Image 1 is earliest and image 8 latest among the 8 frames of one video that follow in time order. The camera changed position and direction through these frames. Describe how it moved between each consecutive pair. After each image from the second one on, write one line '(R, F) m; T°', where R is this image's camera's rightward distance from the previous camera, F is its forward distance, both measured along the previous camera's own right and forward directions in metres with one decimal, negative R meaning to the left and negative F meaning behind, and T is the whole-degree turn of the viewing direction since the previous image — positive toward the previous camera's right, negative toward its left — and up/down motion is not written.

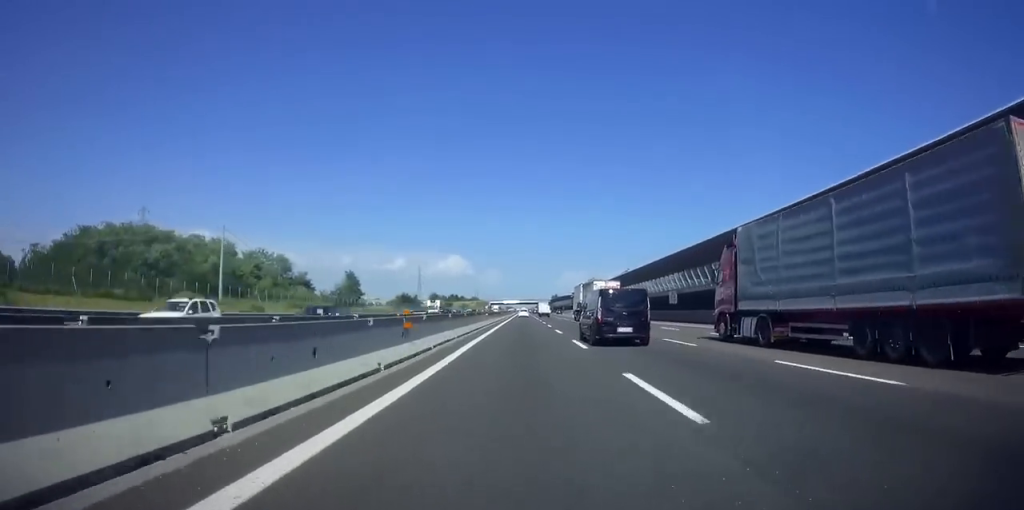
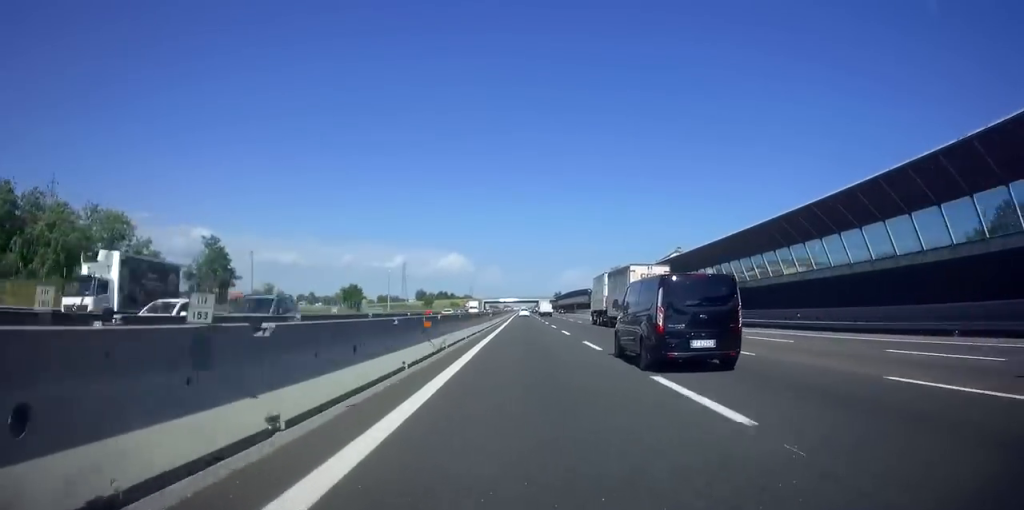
(+0.5, +55.3) m; +1°
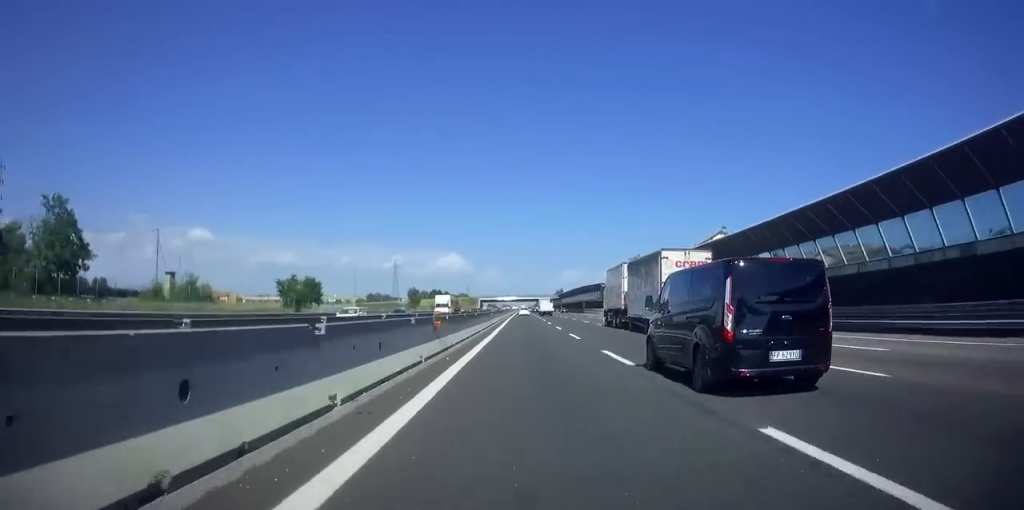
(0.0, +23.4) m; 0°
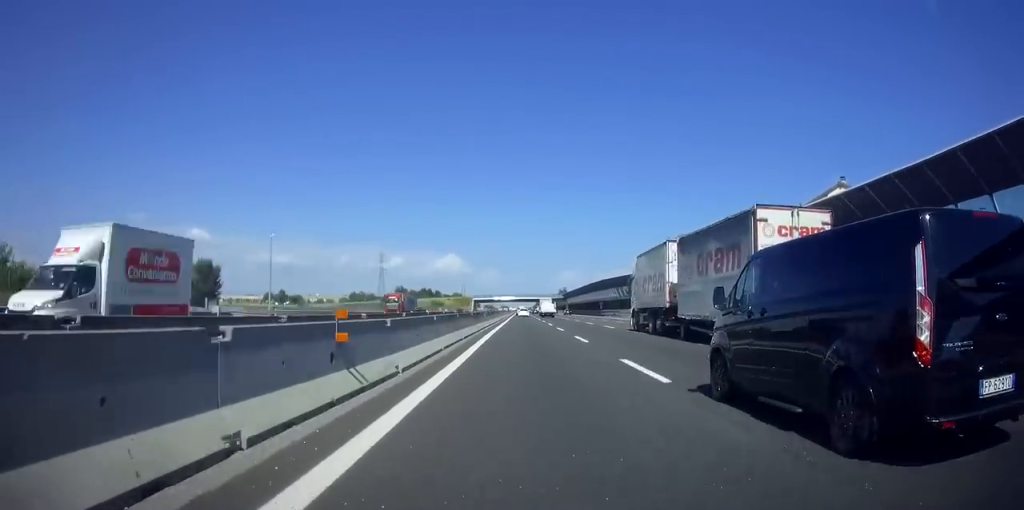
(-0.1, +31.8) m; -1°
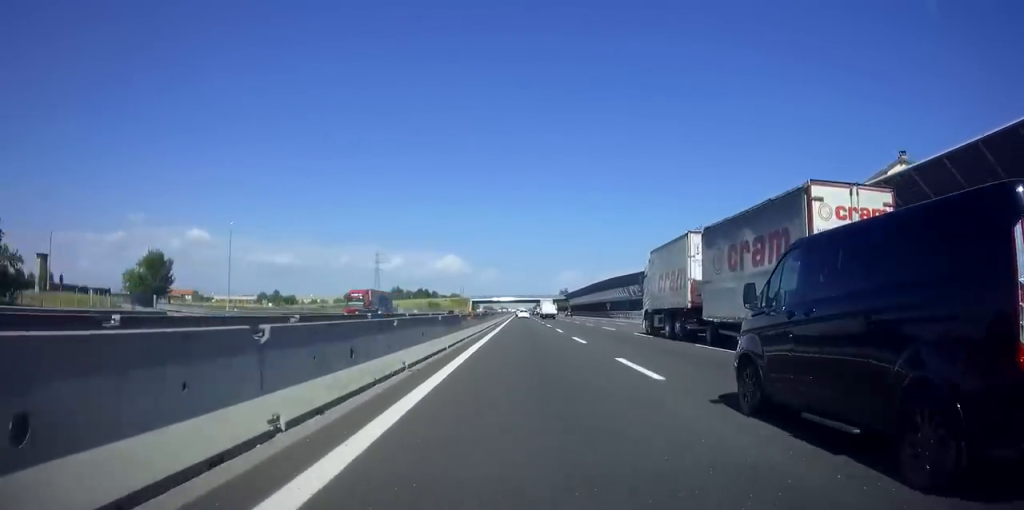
(0.0, +40.8) m; 0°
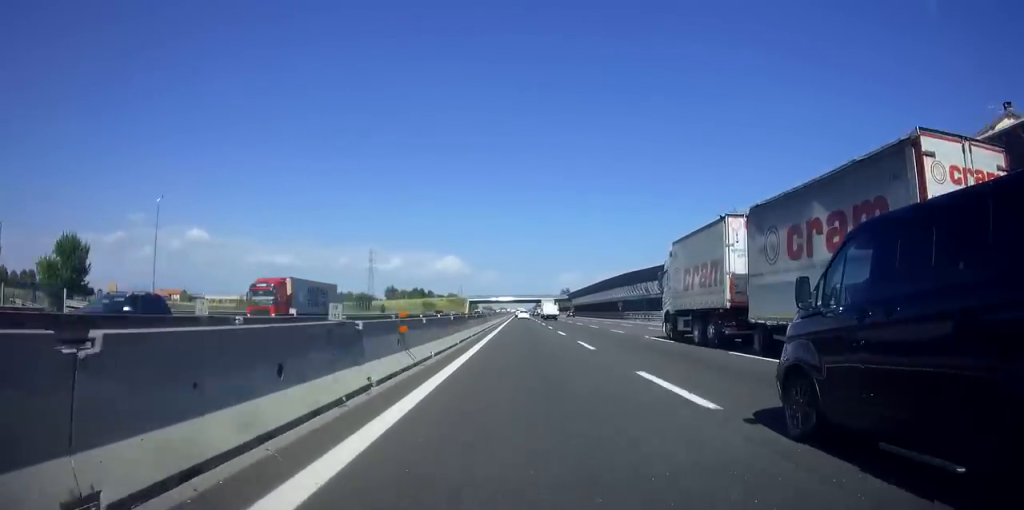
(+0.1, +13.7) m; 0°
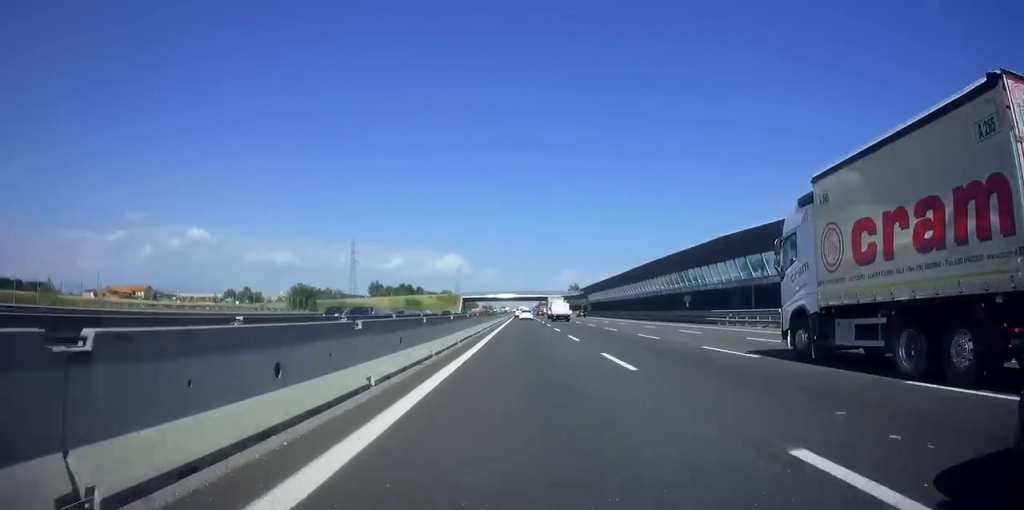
(+0.2, +39.1) m; 0°
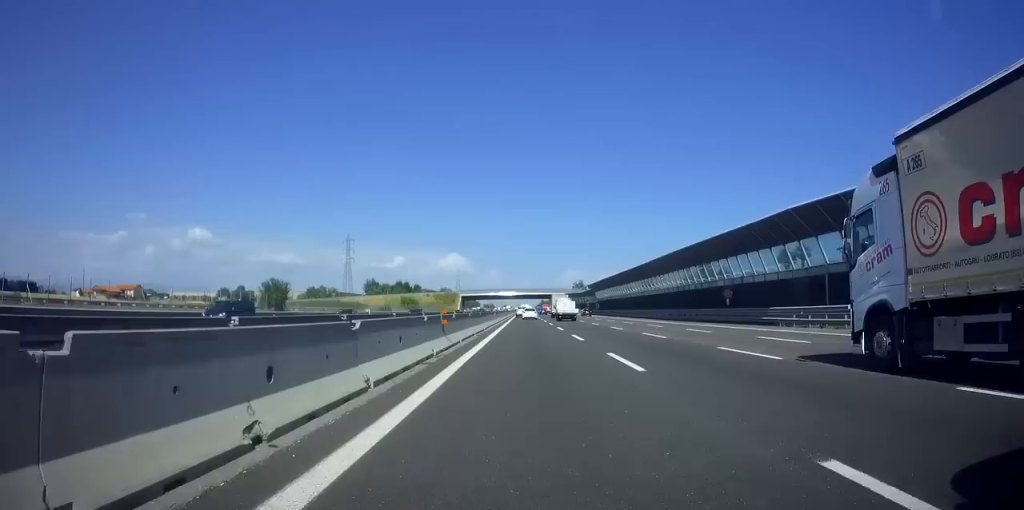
(-0.1, +10.7) m; 0°
